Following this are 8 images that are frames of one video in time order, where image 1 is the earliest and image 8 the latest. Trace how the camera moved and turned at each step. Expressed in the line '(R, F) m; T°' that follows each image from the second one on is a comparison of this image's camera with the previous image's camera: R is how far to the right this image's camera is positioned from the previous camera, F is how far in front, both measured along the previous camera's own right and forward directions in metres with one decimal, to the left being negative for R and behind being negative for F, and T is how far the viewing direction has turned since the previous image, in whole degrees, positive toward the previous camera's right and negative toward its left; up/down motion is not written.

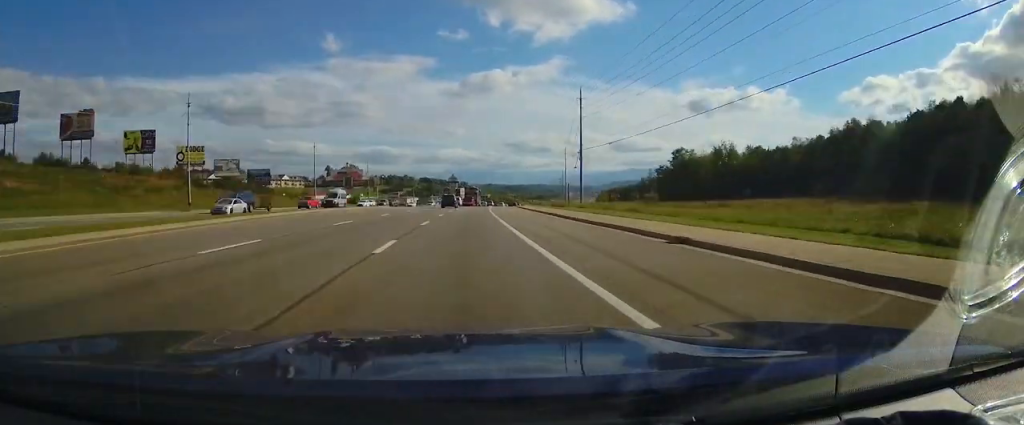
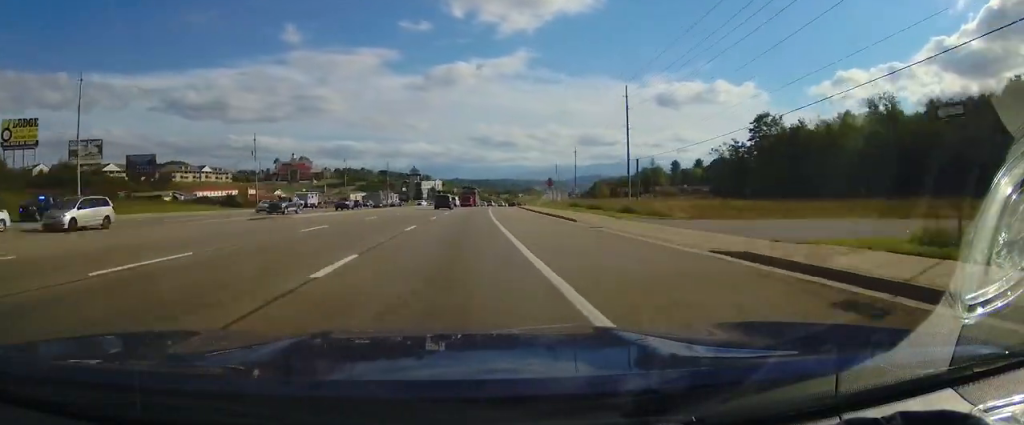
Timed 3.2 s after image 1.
(+2.6, +76.6) m; +4°
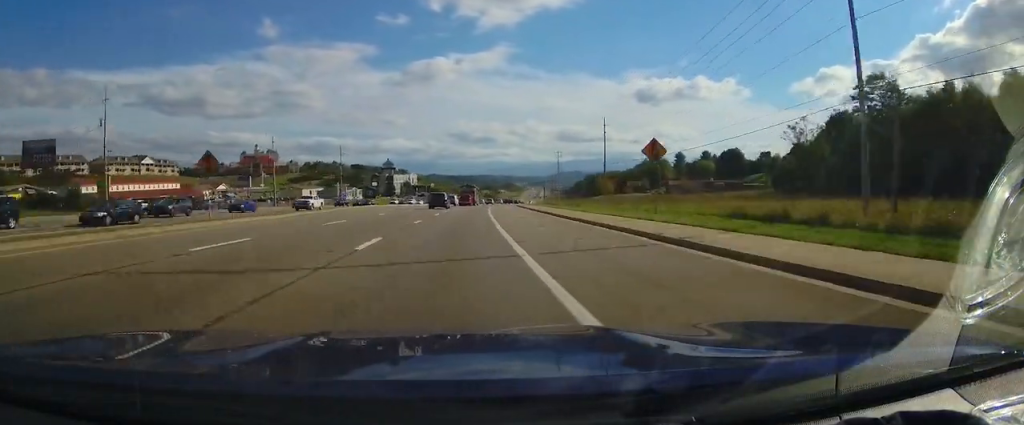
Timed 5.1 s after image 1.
(+0.3, +44.8) m; +2°
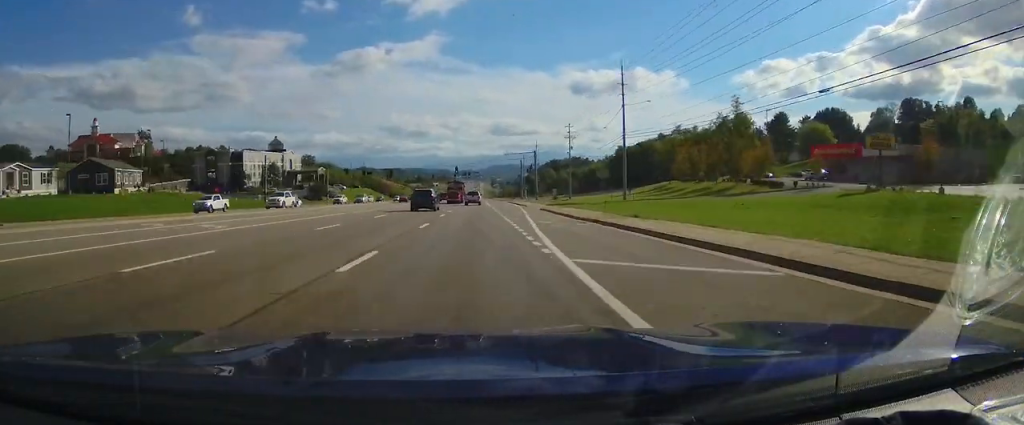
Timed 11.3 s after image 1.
(+8.1, +150.4) m; +4°
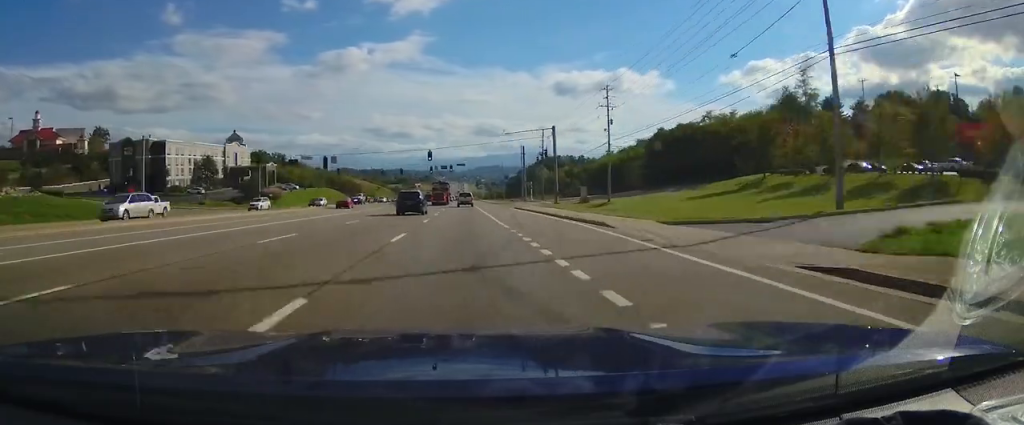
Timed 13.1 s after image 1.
(+0.3, +41.8) m; +1°
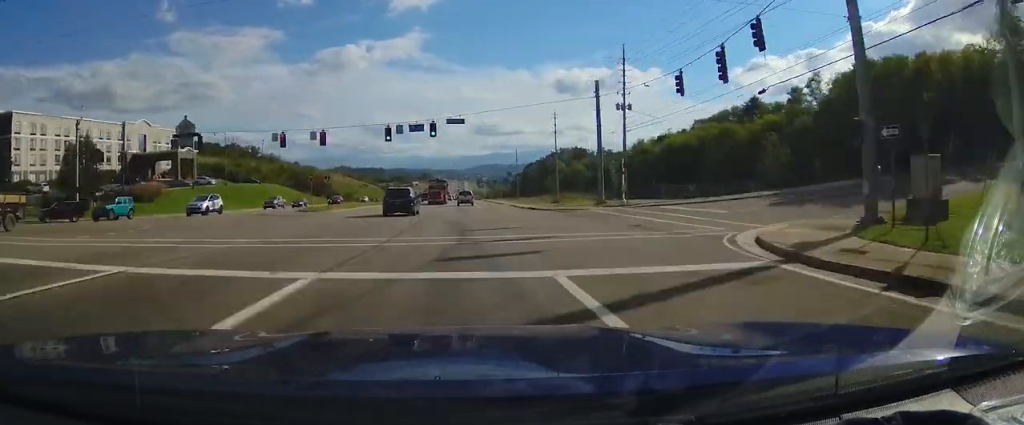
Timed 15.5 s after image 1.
(+0.3, +57.9) m; 0°
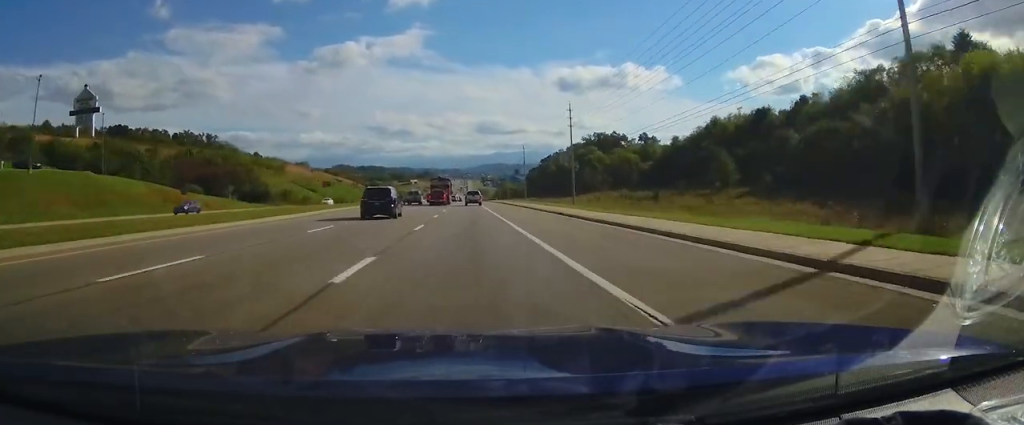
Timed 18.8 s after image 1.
(+0.3, +80.6) m; 0°
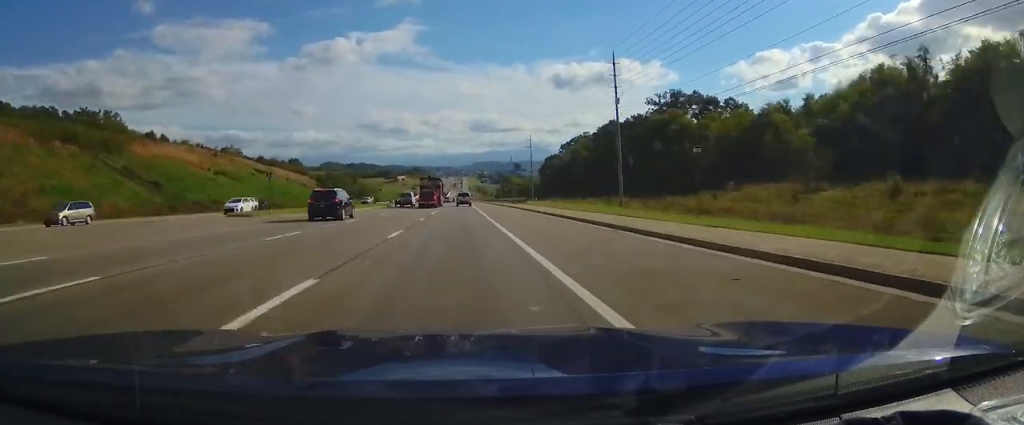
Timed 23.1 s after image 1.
(-0.1, +103.8) m; 0°
